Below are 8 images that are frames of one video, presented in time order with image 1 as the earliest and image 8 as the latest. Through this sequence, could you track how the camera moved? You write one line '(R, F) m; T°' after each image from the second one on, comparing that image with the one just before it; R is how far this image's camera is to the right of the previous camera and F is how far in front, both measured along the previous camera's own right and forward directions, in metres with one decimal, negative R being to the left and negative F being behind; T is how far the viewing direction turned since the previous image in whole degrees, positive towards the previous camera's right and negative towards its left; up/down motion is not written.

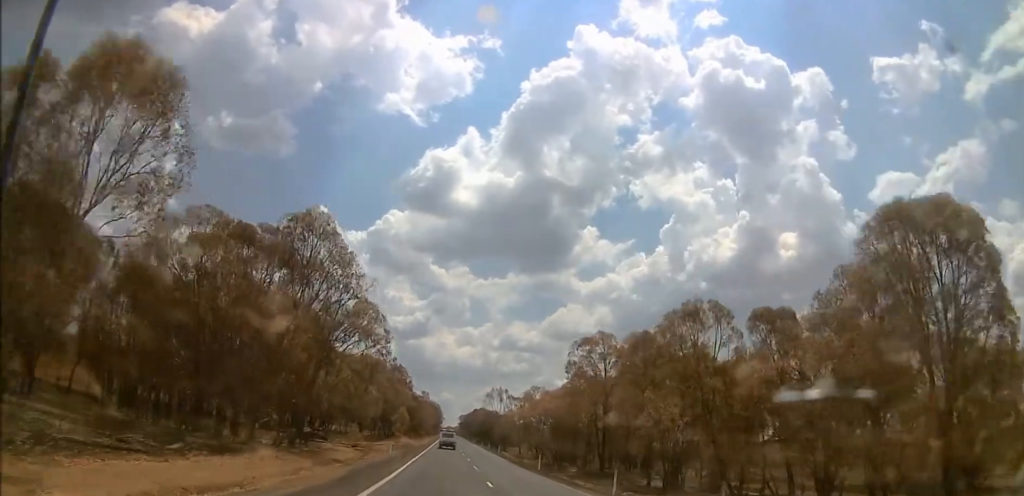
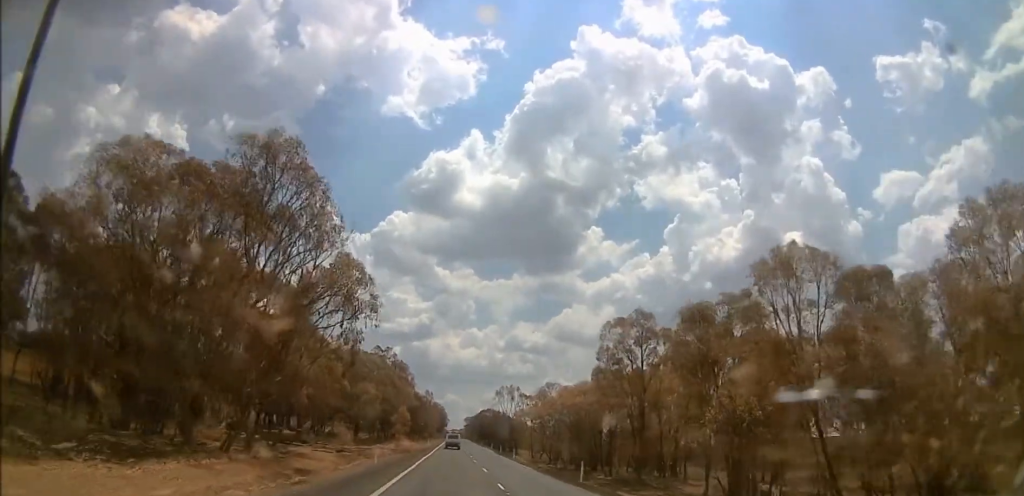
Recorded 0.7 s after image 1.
(-0.1, +12.9) m; -1°
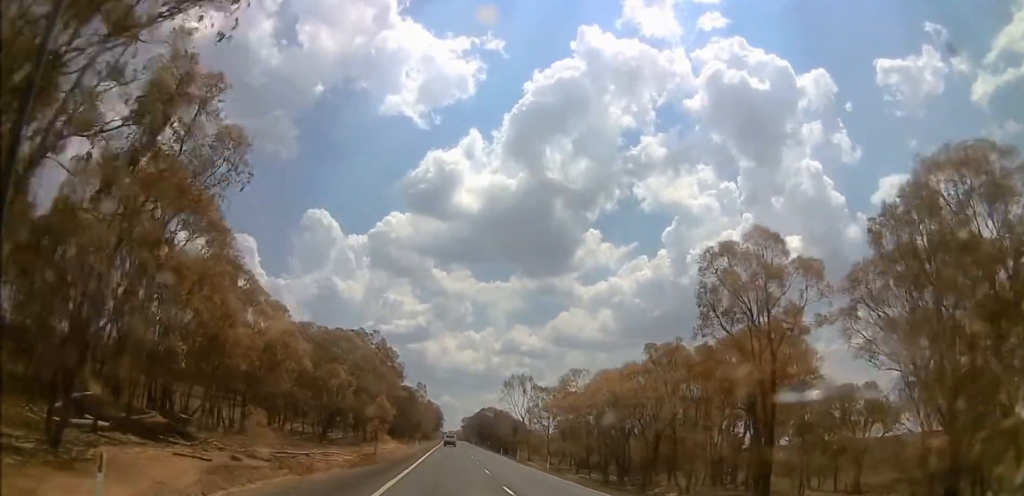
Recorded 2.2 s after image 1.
(-0.1, +27.0) m; 0°
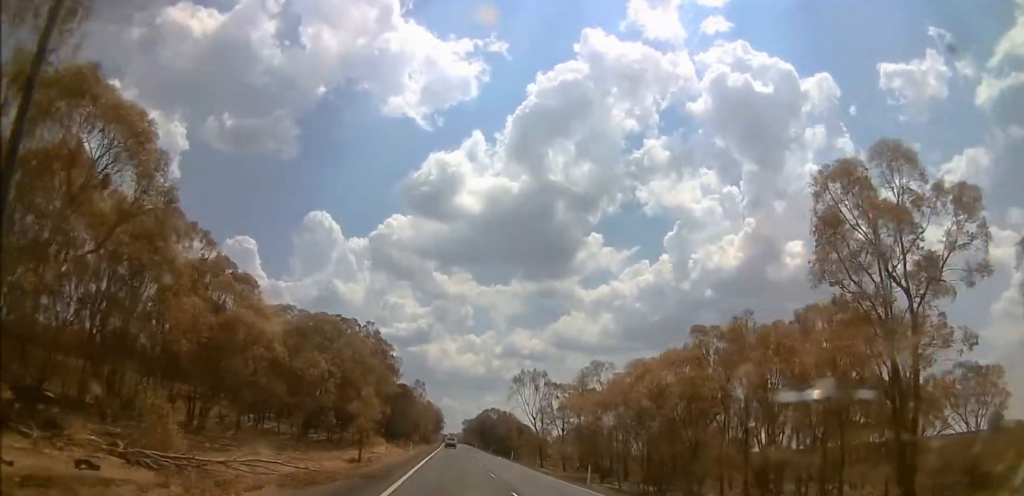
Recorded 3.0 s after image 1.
(0.0, +13.4) m; 0°
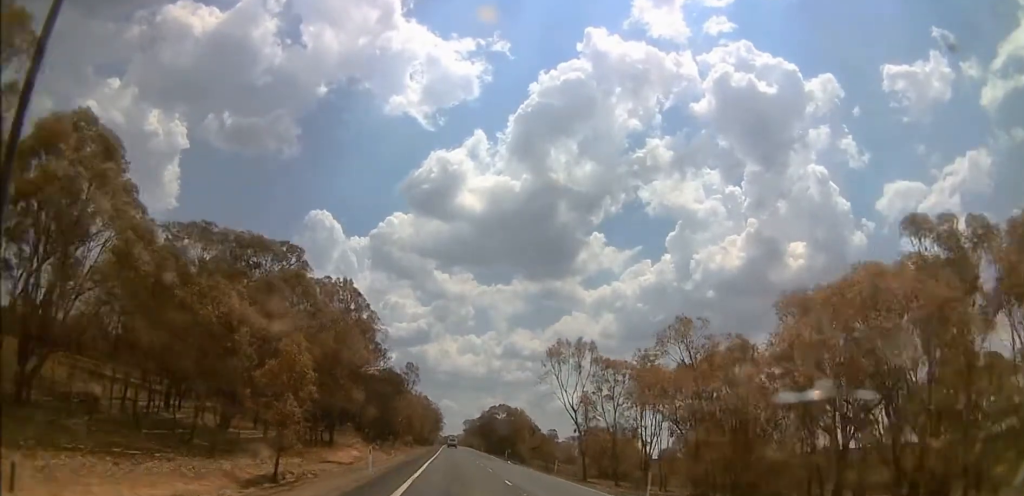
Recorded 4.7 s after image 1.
(-0.5, +30.0) m; -1°
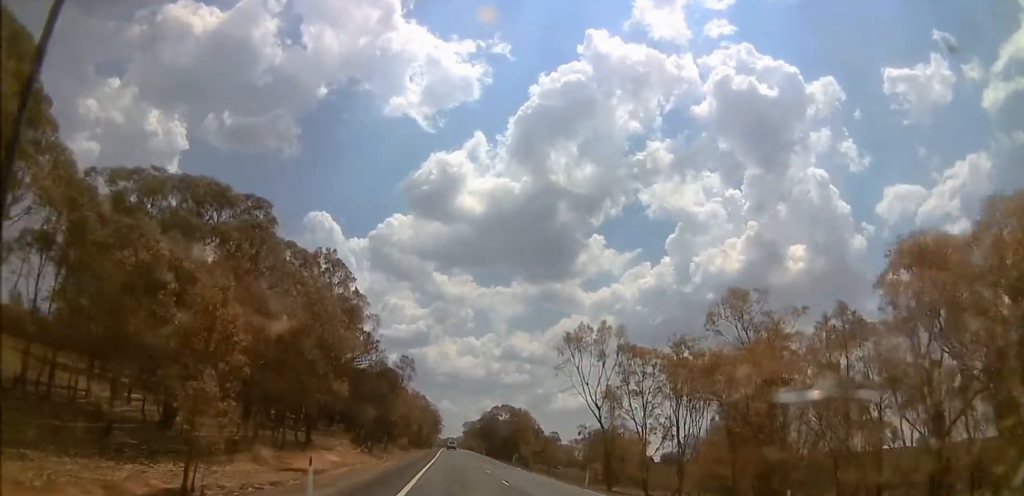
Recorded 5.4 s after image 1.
(+0.4, +10.4) m; +1°
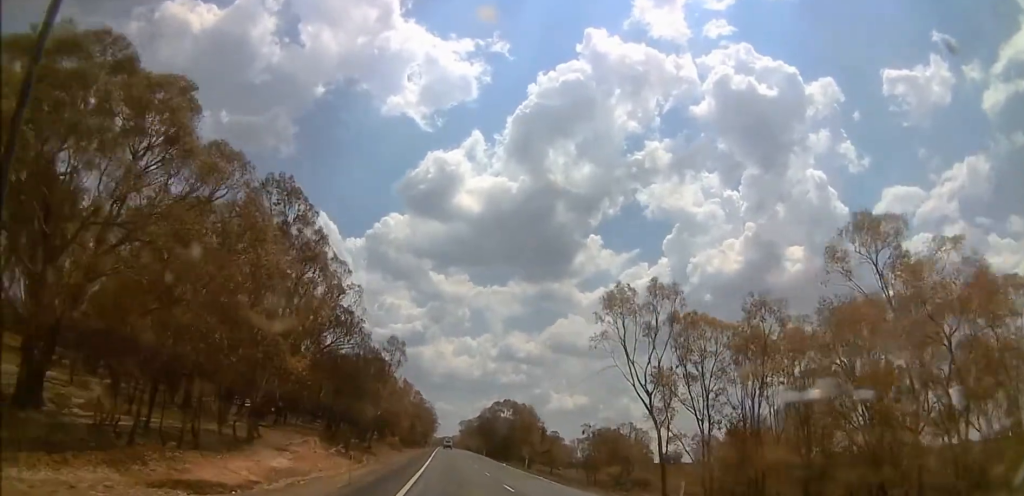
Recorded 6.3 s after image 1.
(+0.1, +14.5) m; +1°
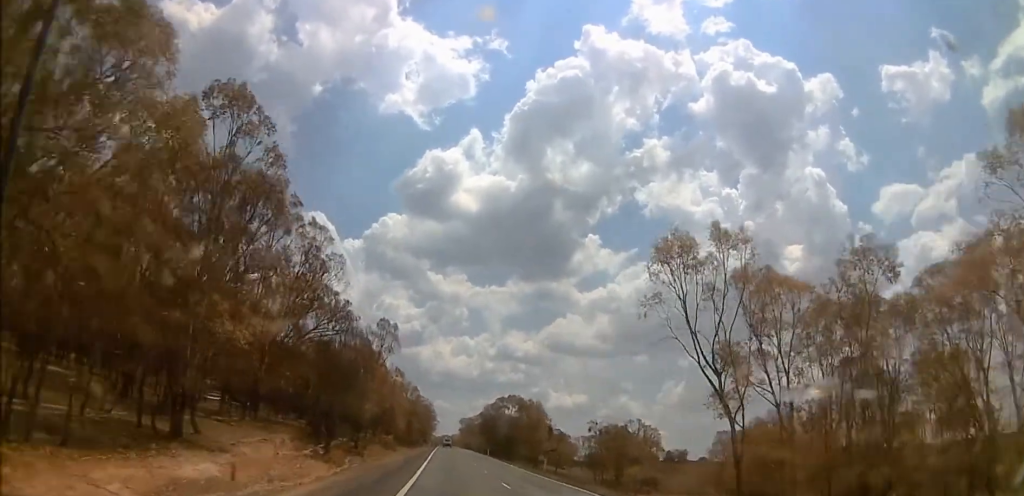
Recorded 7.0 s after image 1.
(0.0, +11.2) m; 0°
